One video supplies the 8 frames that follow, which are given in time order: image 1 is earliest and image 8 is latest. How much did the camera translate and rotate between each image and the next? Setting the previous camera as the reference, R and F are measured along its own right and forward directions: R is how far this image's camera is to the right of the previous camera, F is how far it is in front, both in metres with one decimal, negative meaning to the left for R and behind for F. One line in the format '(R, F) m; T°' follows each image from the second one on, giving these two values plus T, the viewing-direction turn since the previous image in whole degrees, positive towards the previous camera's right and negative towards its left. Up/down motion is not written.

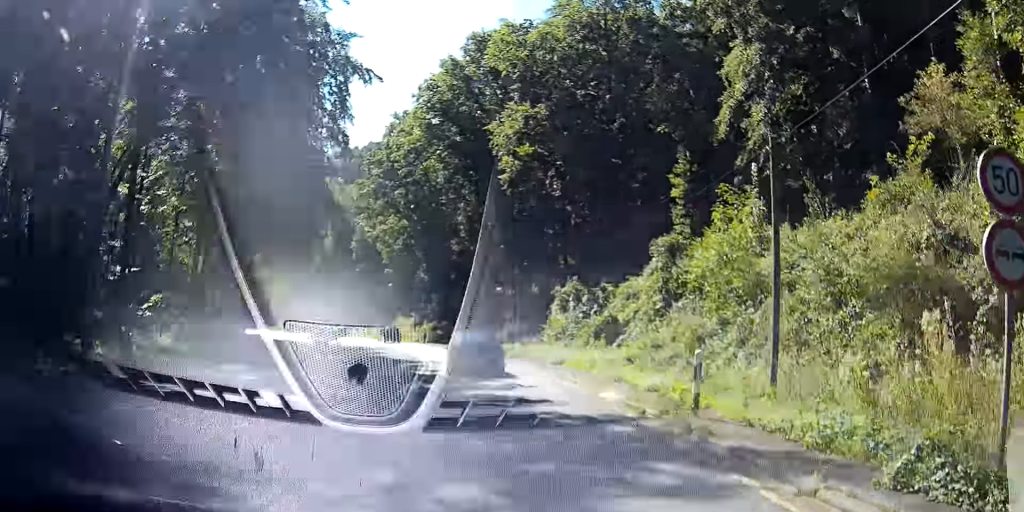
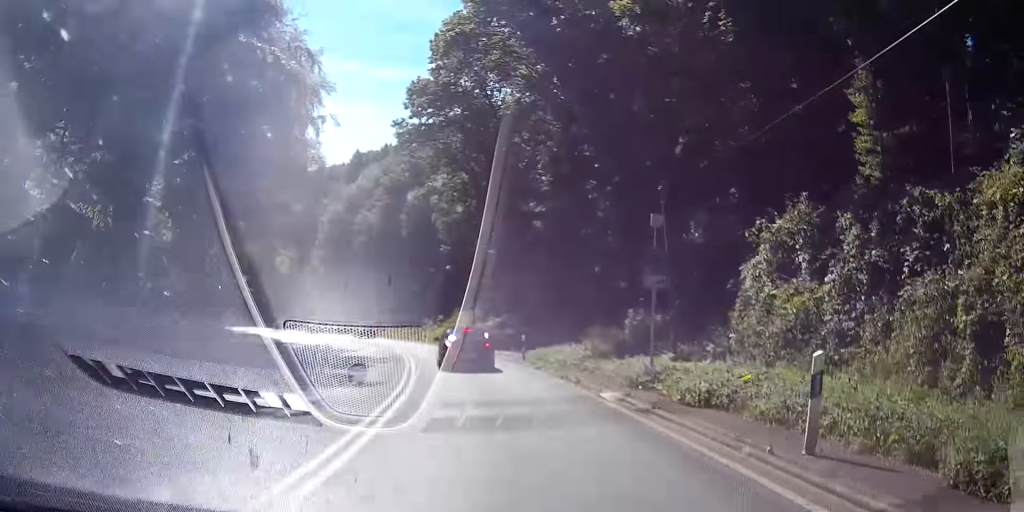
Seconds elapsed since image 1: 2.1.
(-1.6, +37.6) m; -3°
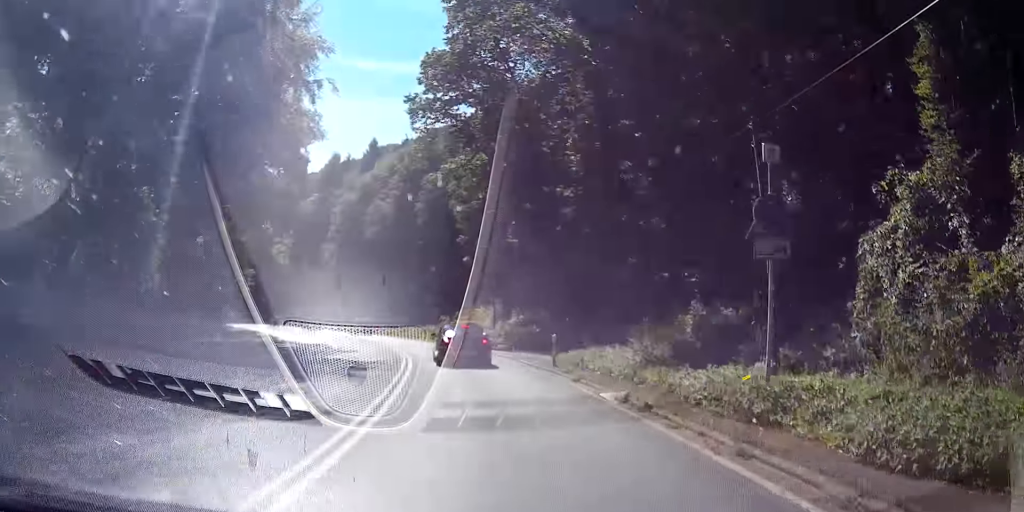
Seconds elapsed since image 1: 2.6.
(0.0, +8.7) m; 0°
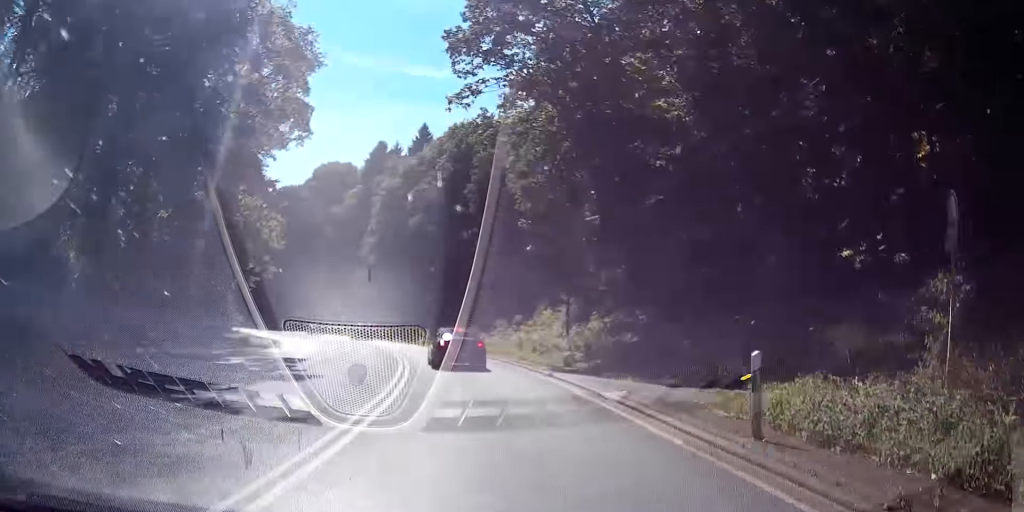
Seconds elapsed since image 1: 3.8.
(0.0, +20.3) m; -2°
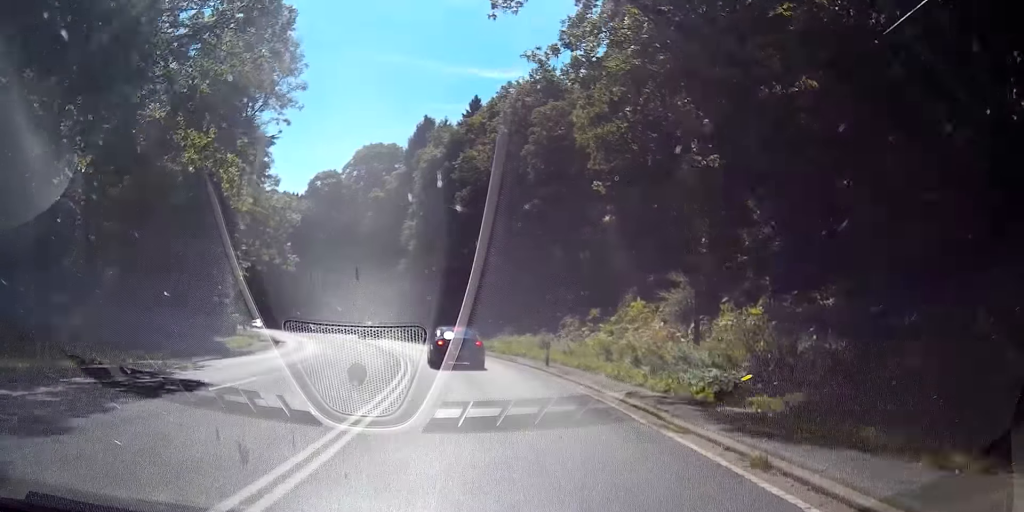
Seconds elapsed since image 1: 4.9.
(-0.6, +17.6) m; -9°
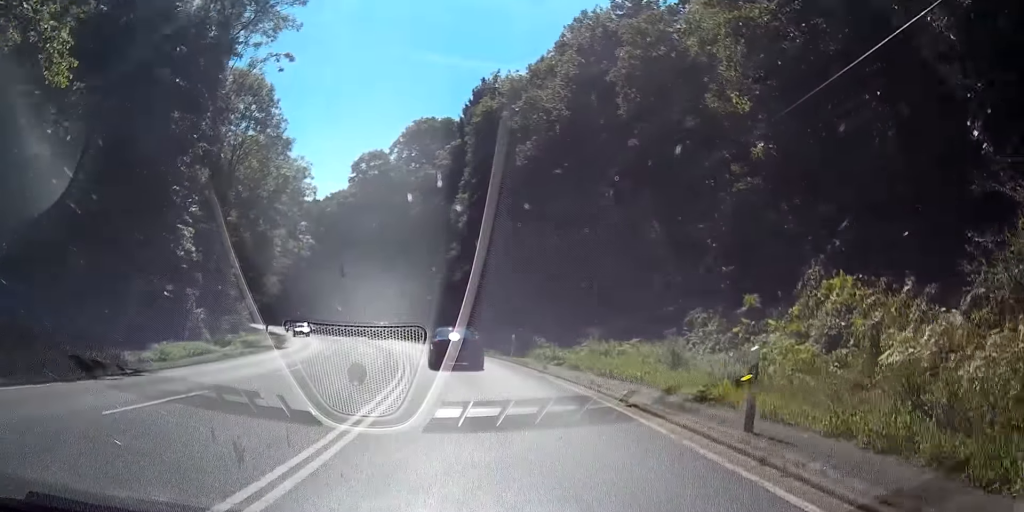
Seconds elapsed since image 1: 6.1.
(-2.9, +18.6) m; -13°
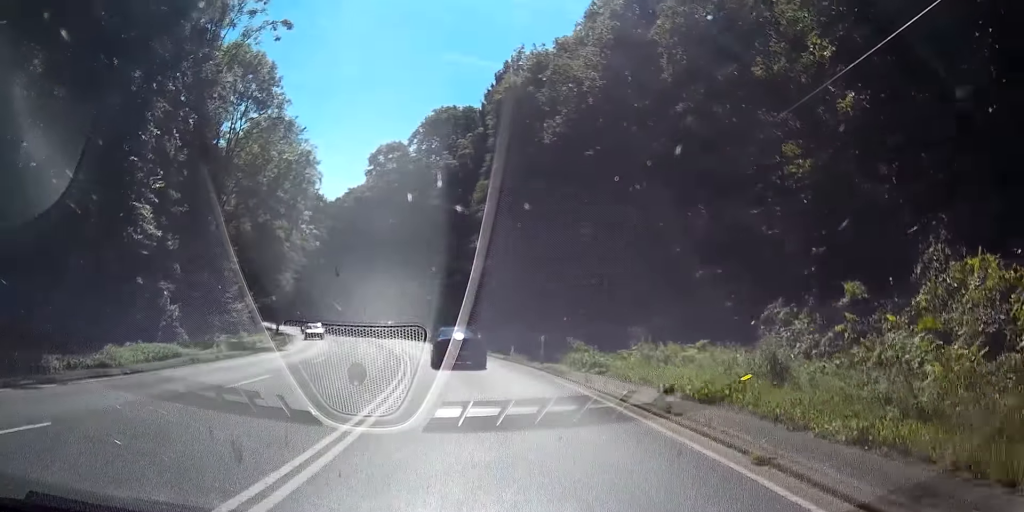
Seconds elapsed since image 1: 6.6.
(-0.3, +6.6) m; -3°
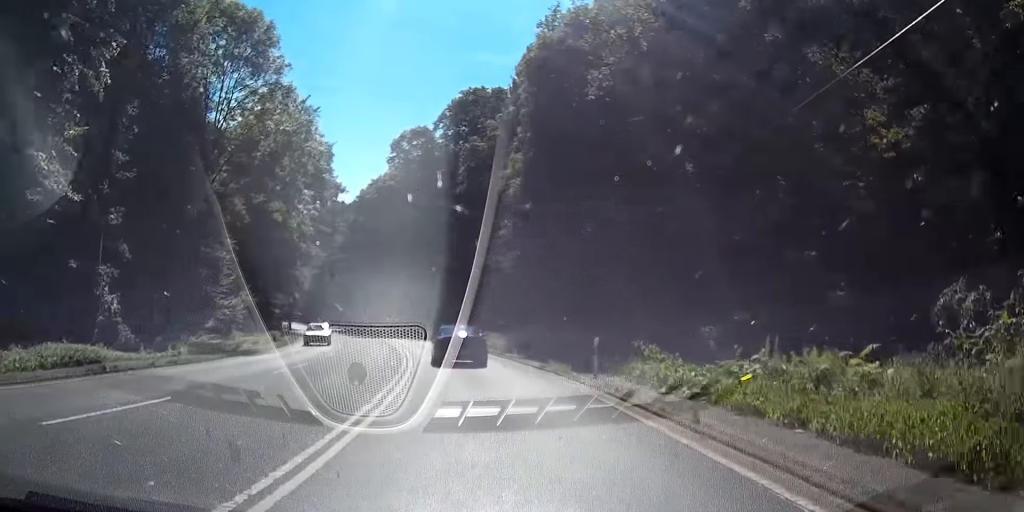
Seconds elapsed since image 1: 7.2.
(0.0, +9.0) m; 0°
